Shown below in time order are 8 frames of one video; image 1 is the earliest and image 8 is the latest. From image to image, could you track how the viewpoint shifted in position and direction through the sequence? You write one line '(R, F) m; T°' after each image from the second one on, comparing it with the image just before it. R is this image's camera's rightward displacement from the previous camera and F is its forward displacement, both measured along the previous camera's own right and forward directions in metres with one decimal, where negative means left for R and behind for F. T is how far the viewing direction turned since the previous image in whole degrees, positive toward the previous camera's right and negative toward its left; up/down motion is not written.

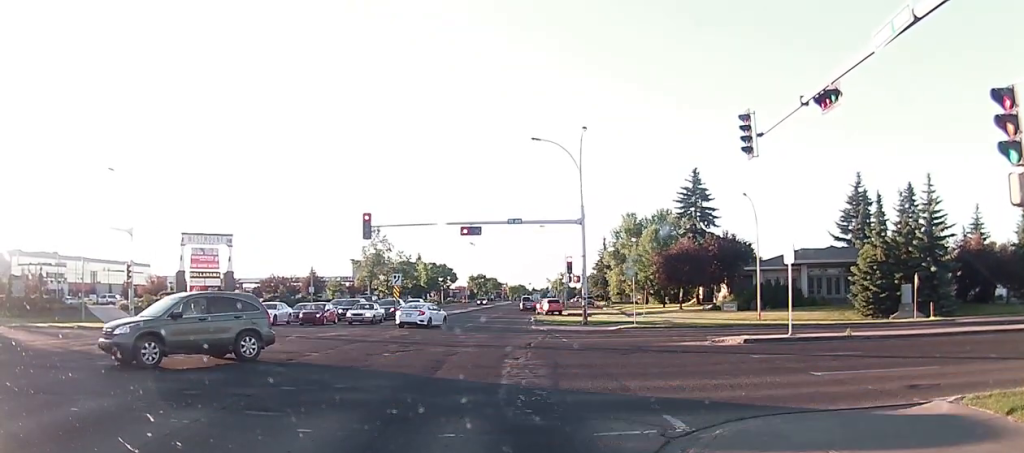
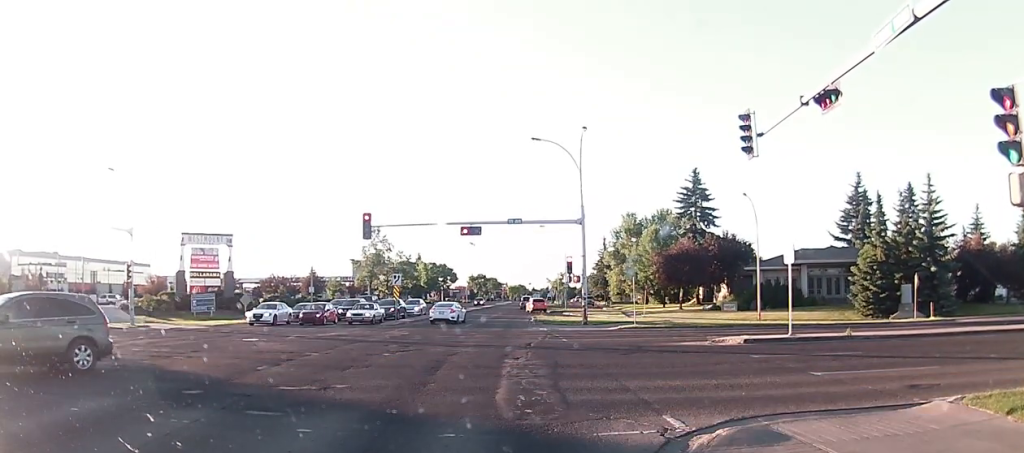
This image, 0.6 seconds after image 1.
(0.0, 0.0) m; 0°
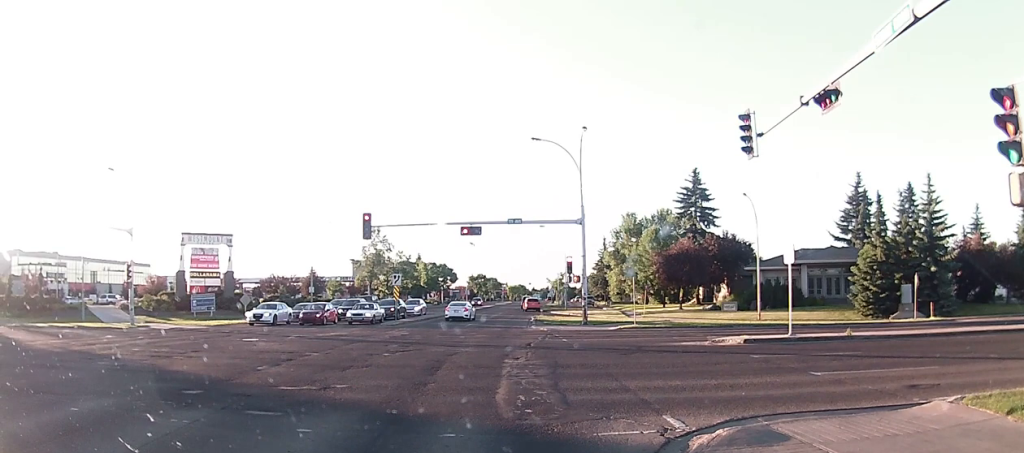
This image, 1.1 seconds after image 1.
(0.0, 0.0) m; 0°
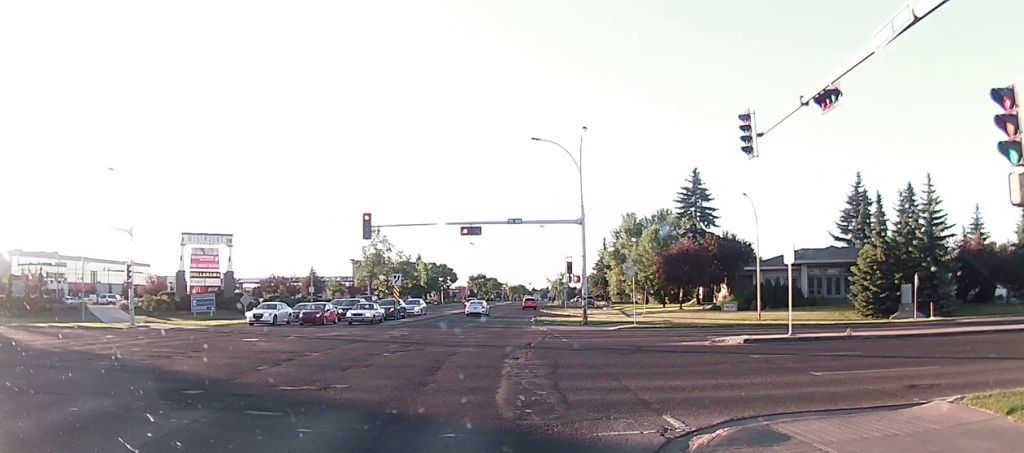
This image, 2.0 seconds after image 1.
(0.0, 0.0) m; 0°
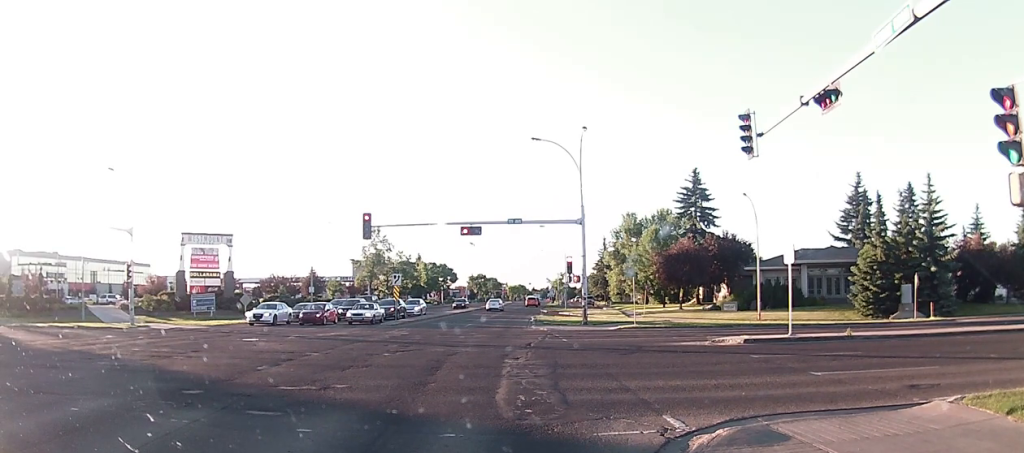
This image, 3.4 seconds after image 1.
(0.0, 0.0) m; 0°
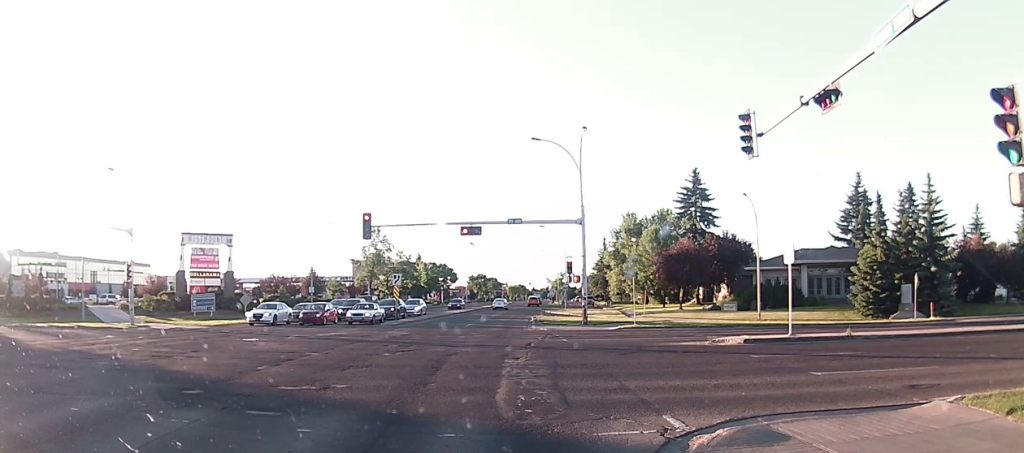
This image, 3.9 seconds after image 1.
(0.0, 0.0) m; 0°
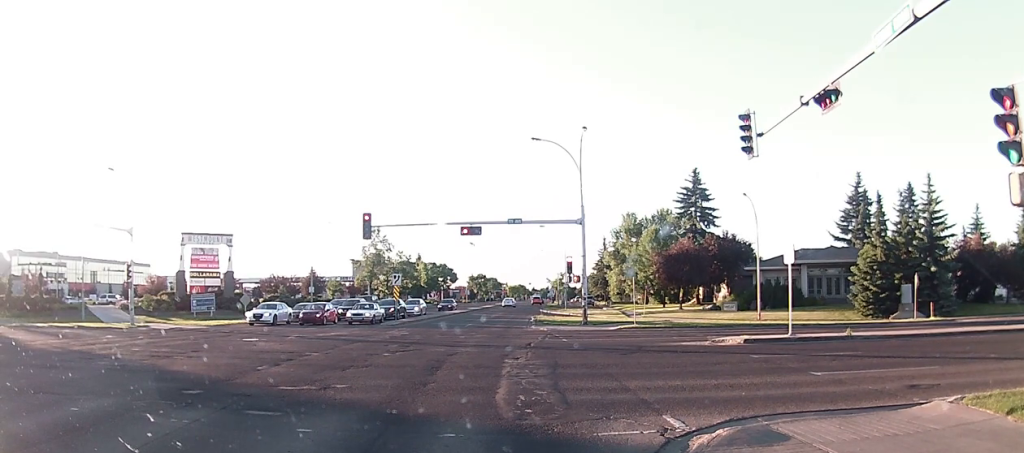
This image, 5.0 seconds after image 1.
(0.0, 0.0) m; 0°
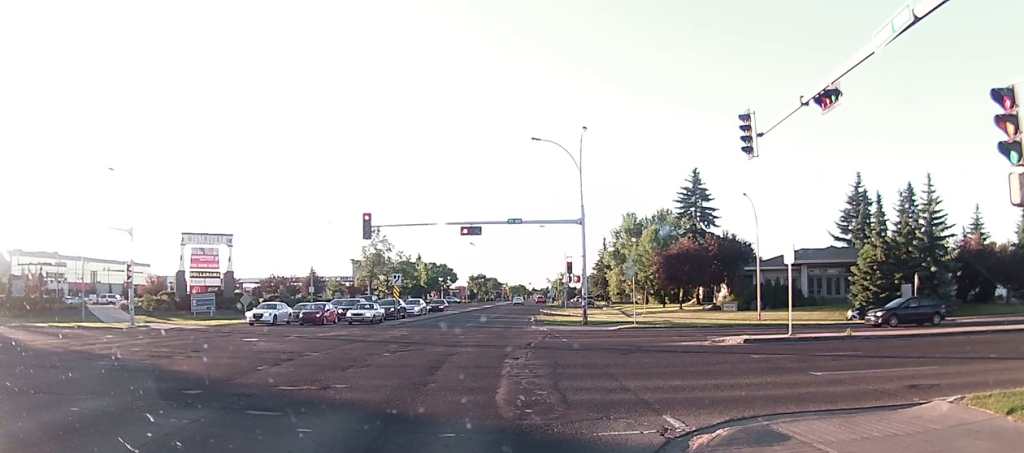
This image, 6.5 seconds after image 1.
(0.0, 0.0) m; 0°
